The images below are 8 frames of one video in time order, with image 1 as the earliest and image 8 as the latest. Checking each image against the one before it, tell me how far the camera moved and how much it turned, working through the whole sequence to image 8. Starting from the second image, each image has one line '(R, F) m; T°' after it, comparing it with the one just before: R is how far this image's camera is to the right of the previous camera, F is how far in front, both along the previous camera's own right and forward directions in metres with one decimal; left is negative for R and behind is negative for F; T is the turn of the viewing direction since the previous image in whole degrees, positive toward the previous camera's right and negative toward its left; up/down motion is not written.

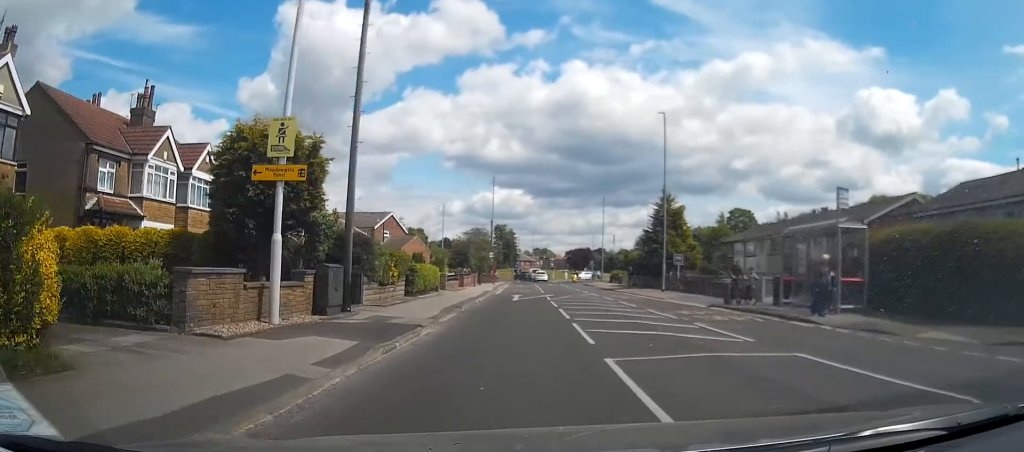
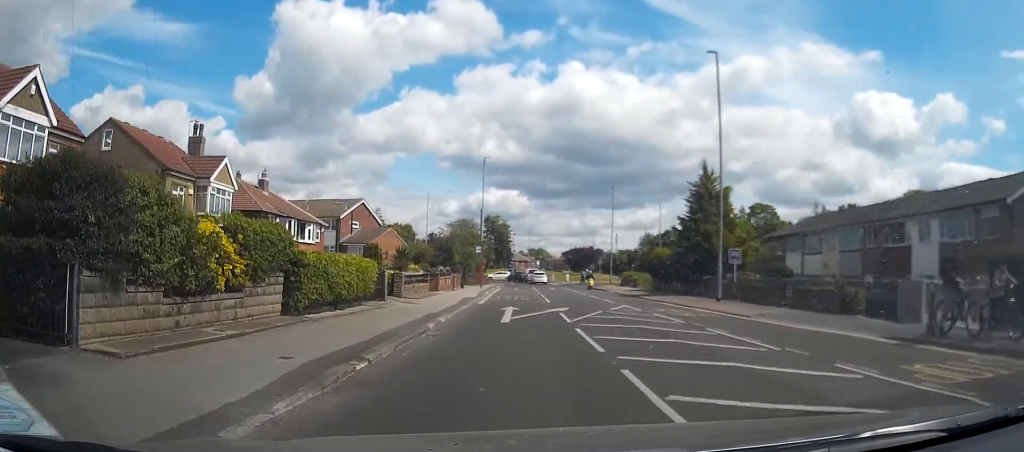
(0.0, +12.7) m; +1°
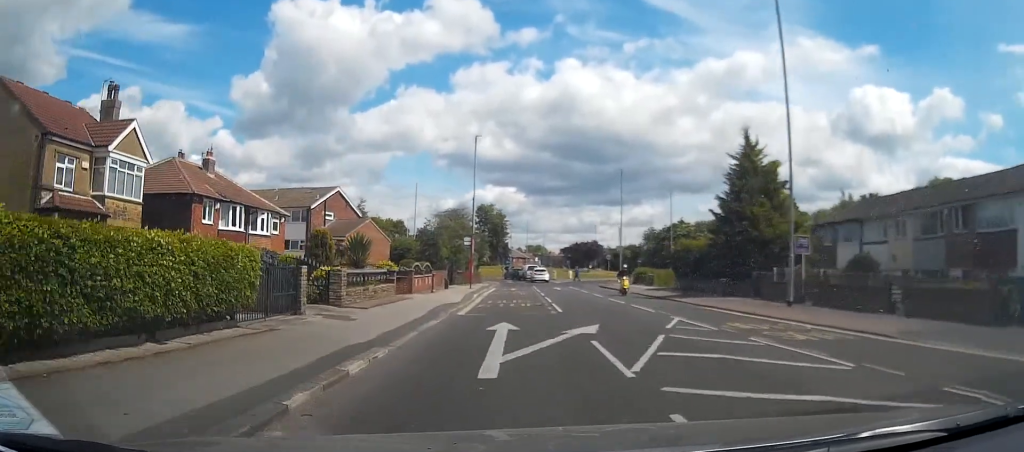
(0.0, +8.4) m; +2°
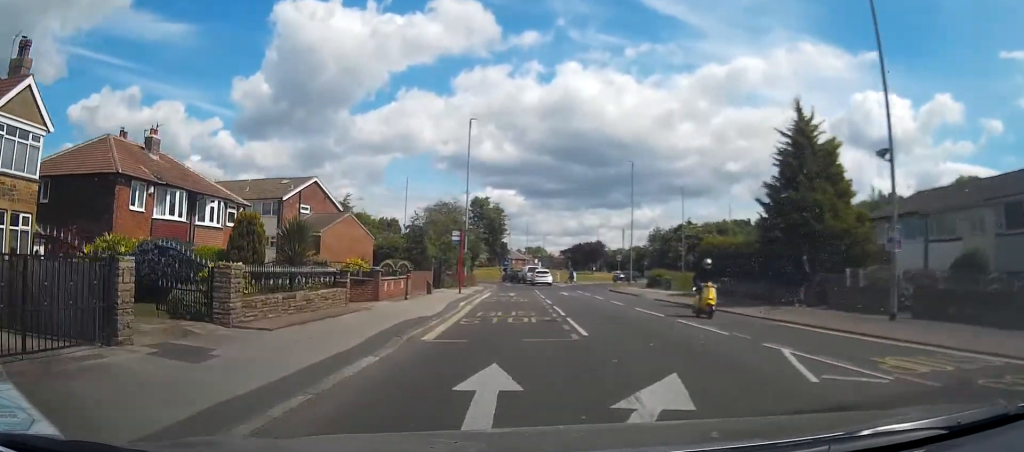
(+0.3, +6.6) m; -2°
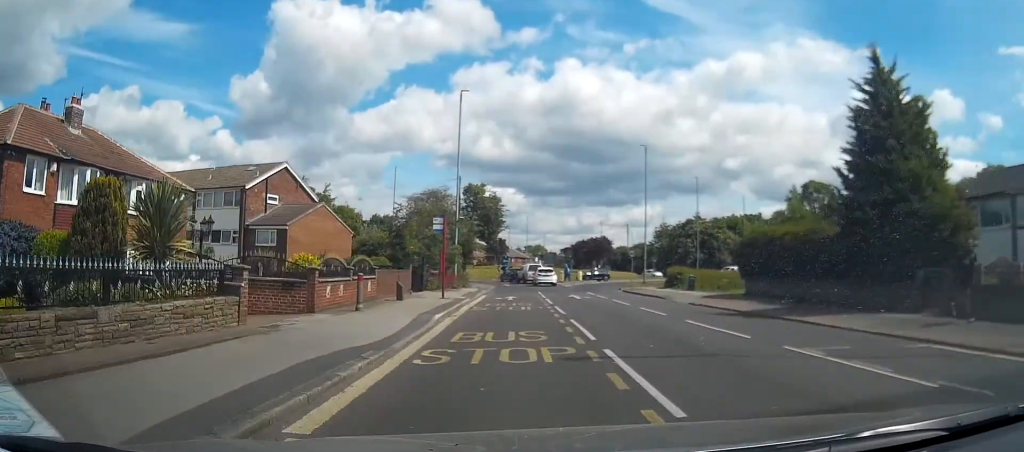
(-0.4, +6.7) m; -2°
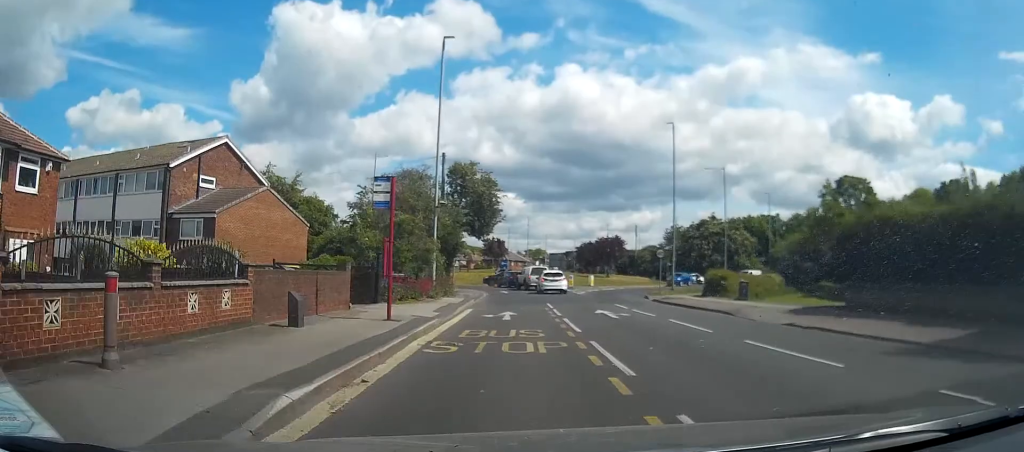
(-0.1, +9.7) m; +1°
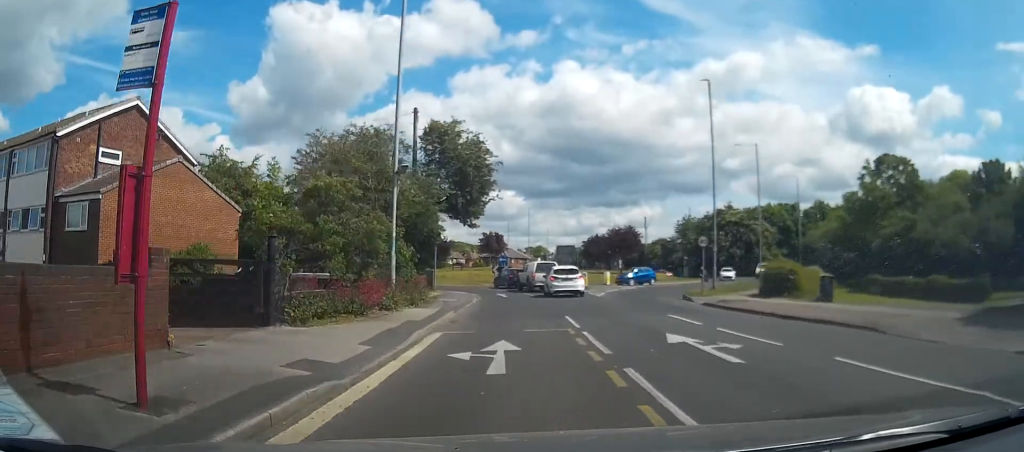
(+0.1, +9.4) m; -3°
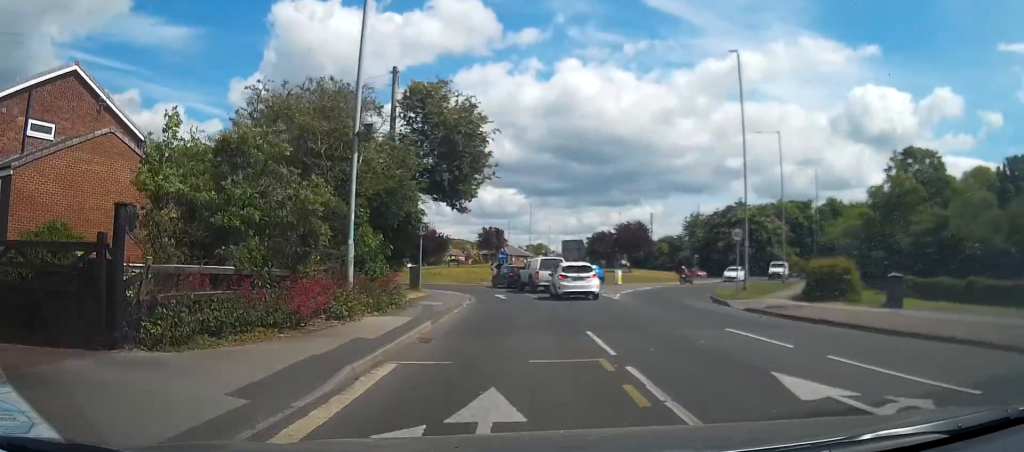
(-0.3, +5.0) m; 0°
